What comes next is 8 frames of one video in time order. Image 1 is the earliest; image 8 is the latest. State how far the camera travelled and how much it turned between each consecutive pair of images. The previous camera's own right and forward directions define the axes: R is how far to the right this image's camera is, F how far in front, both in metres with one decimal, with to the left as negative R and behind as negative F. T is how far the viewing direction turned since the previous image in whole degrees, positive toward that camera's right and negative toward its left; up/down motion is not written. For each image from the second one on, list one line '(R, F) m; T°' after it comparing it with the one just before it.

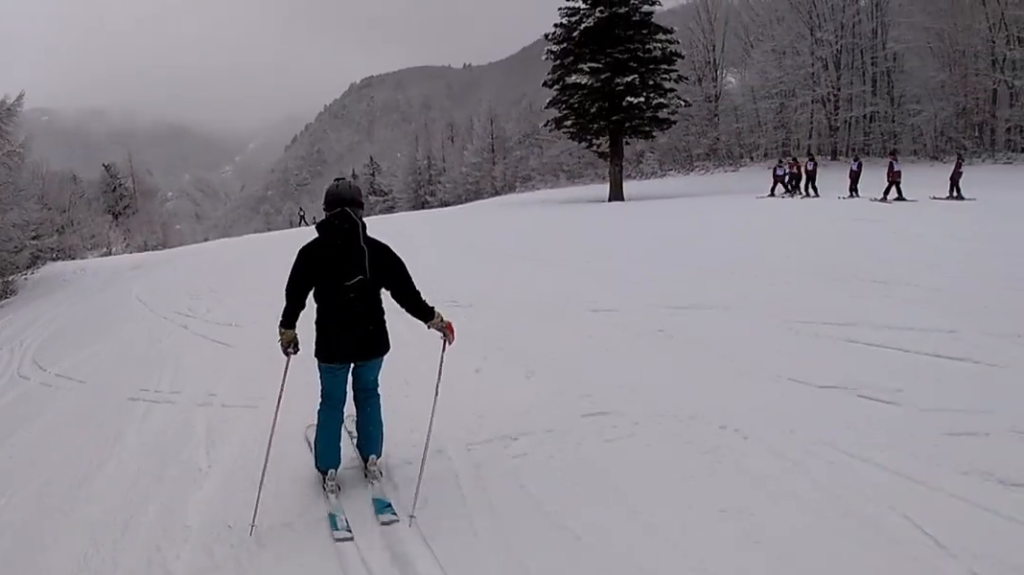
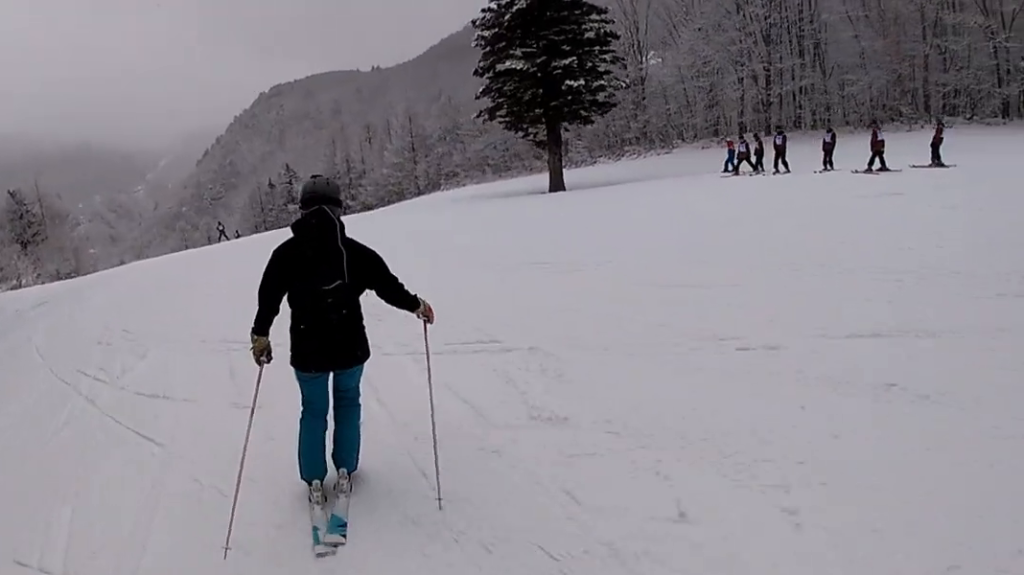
(+0.4, +2.6) m; +3°
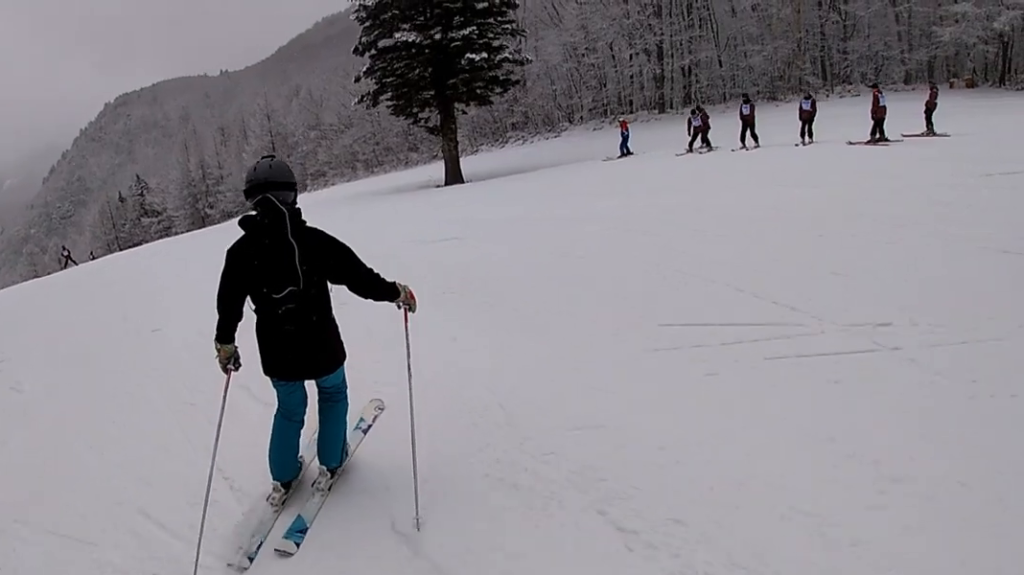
(-0.5, +5.3) m; +5°
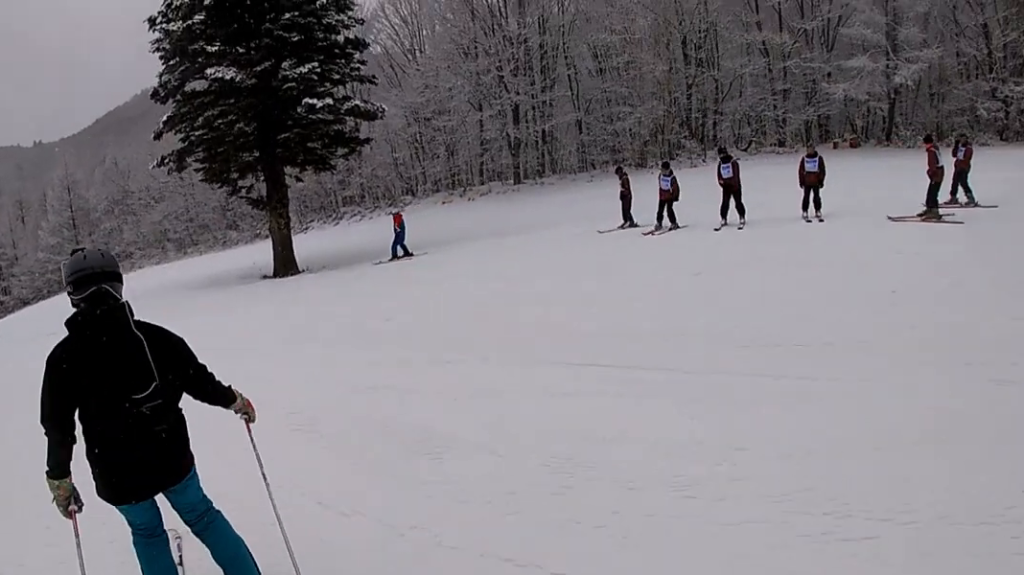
(+2.4, +8.3) m; +4°
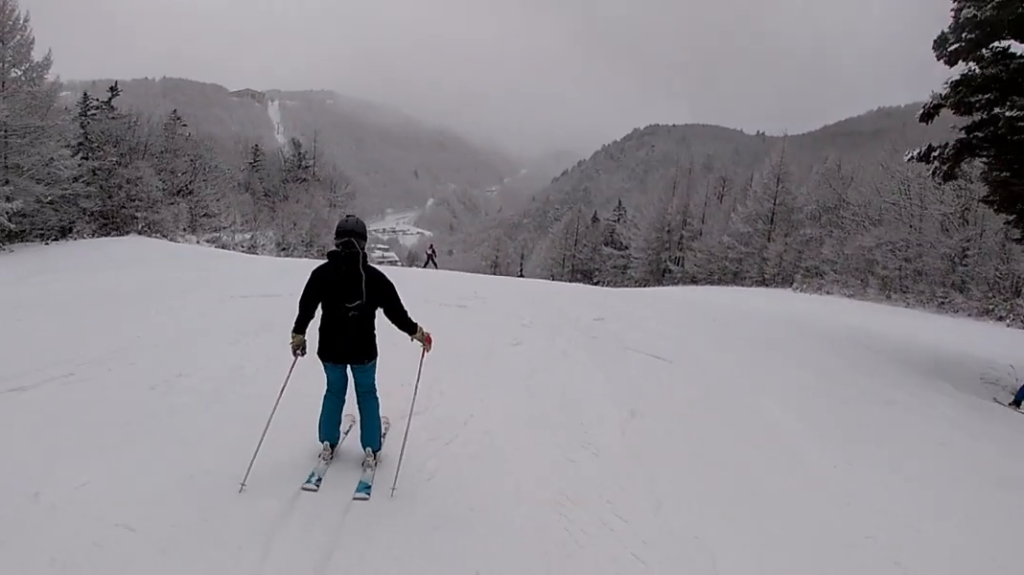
(-4.6, +7.4) m; -58°
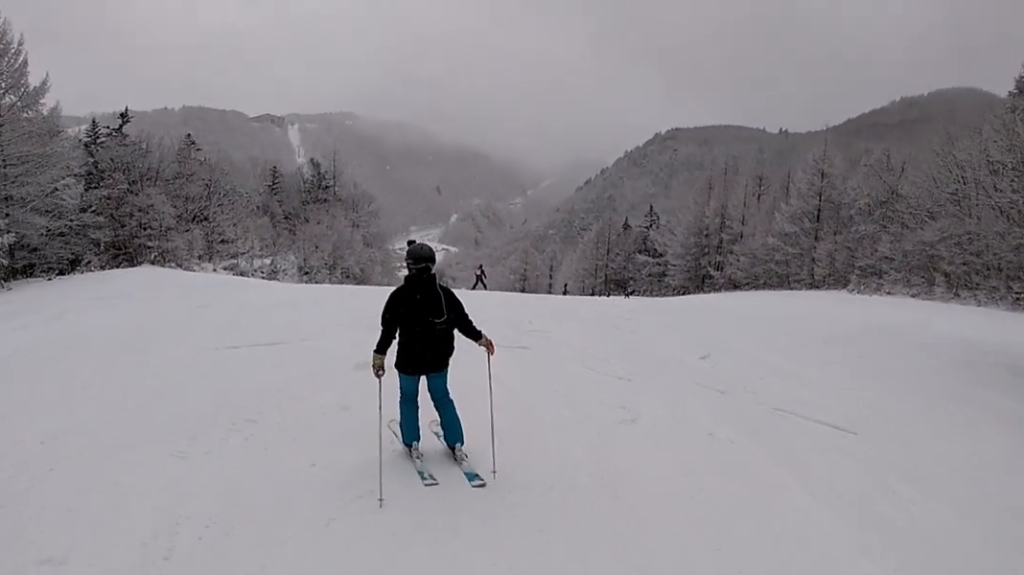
(-0.2, +3.2) m; -16°
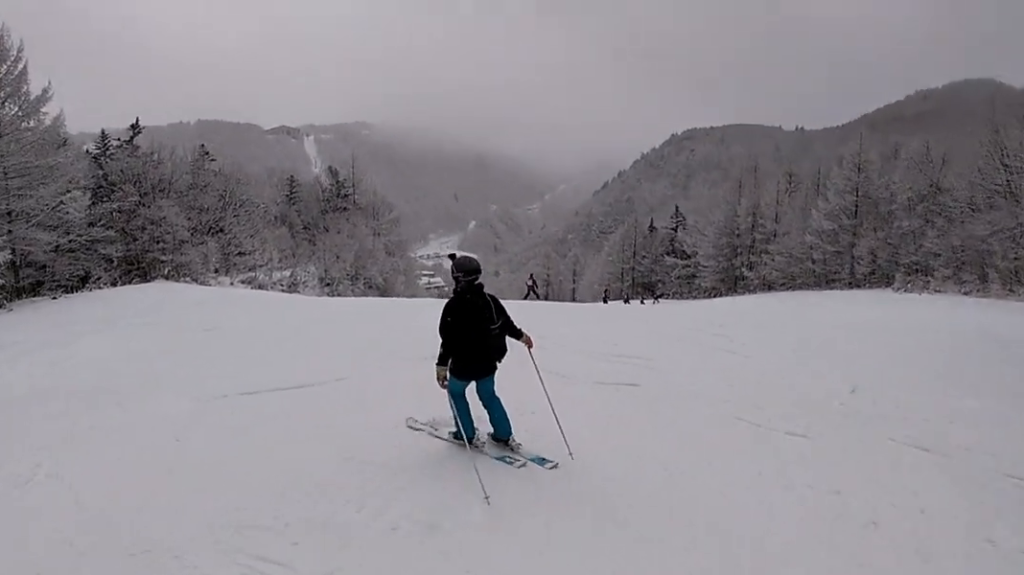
(-0.8, +2.3) m; -8°
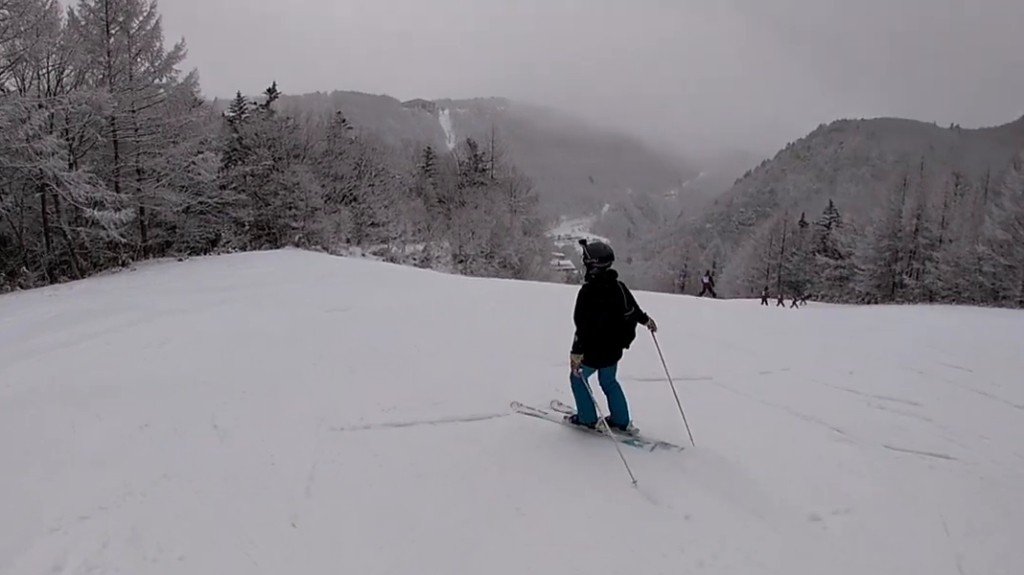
(-0.2, +2.2) m; -4°
